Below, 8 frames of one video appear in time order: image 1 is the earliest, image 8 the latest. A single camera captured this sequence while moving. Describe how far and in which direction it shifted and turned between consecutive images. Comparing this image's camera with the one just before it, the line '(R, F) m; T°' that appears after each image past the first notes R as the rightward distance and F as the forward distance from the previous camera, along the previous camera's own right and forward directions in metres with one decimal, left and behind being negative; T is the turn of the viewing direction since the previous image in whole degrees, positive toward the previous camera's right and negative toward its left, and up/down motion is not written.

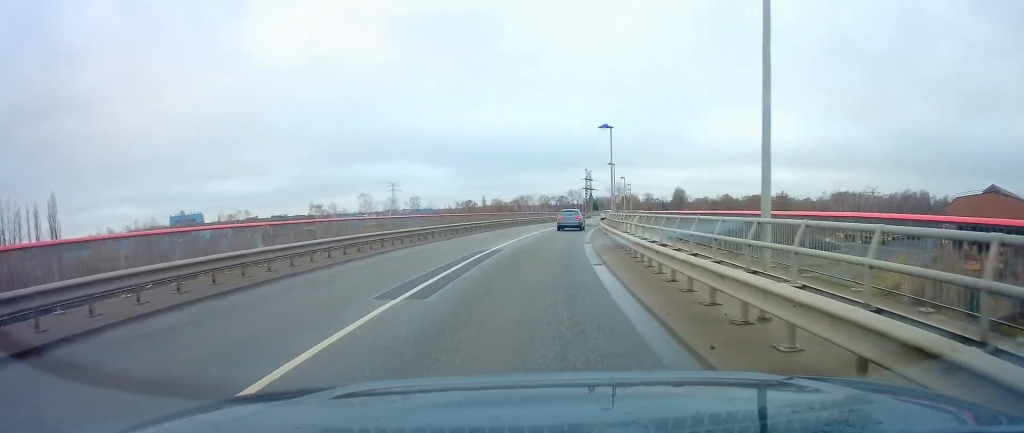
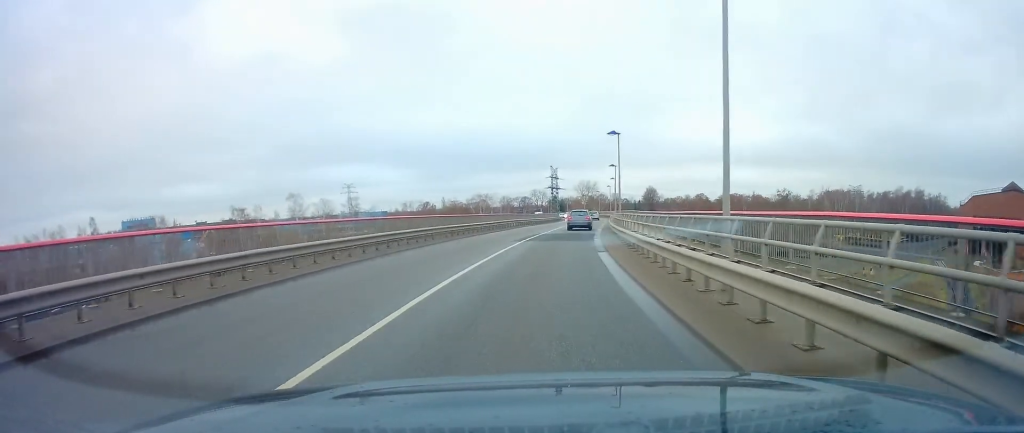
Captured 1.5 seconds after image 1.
(+1.3, +22.6) m; +6°
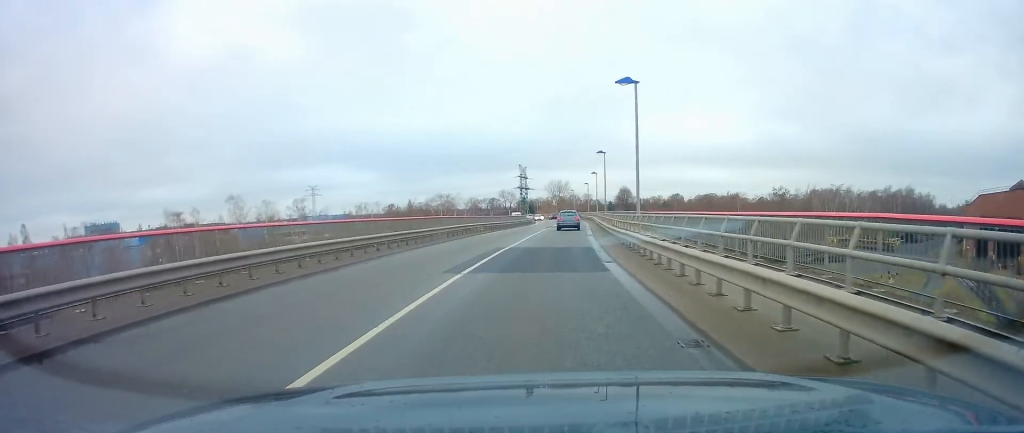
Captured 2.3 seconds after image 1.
(+0.3, +13.8) m; +2°
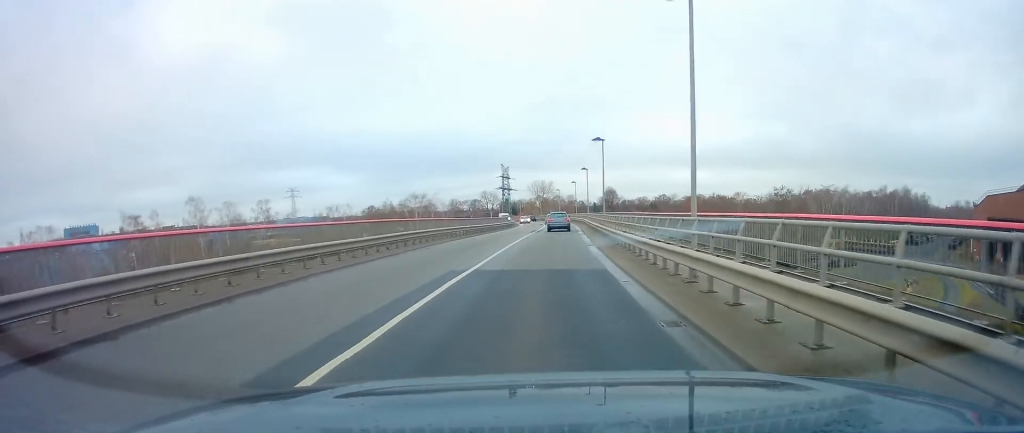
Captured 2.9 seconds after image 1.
(+0.1, +8.7) m; +1°
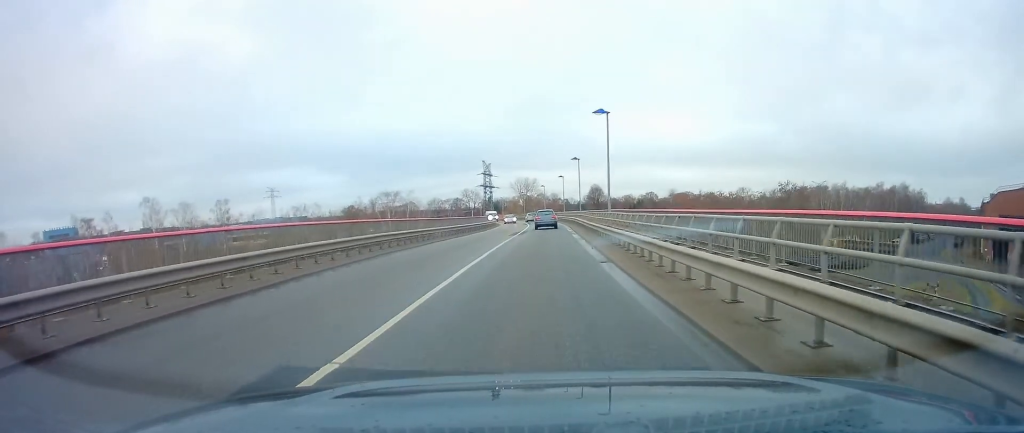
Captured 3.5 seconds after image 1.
(+0.1, +9.4) m; +1°
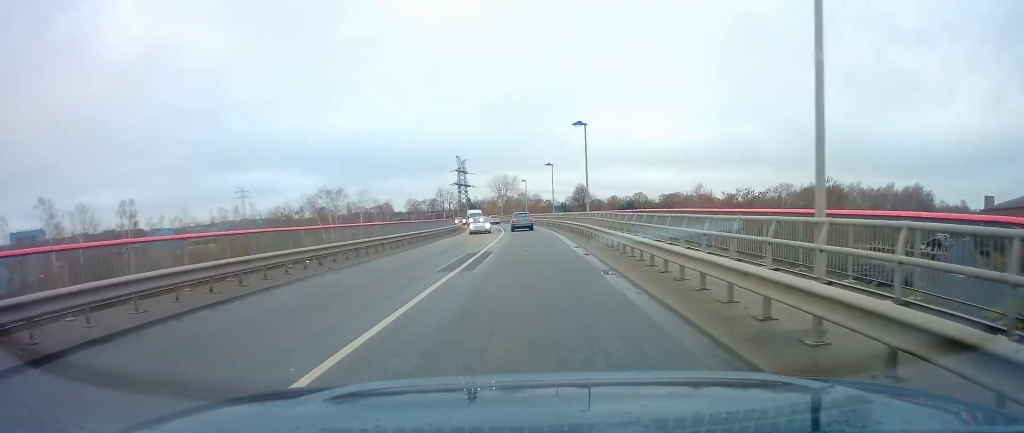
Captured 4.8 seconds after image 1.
(+0.5, +21.3) m; +2°
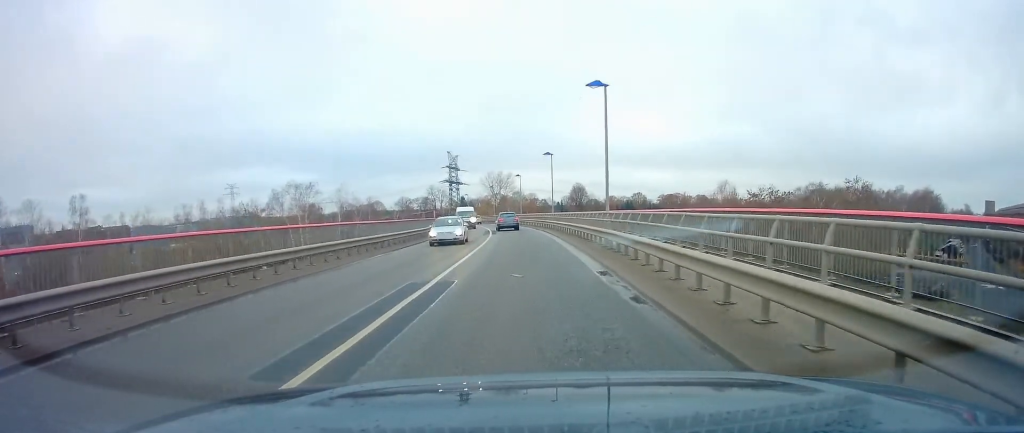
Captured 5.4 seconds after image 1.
(+0.3, +9.4) m; 0°
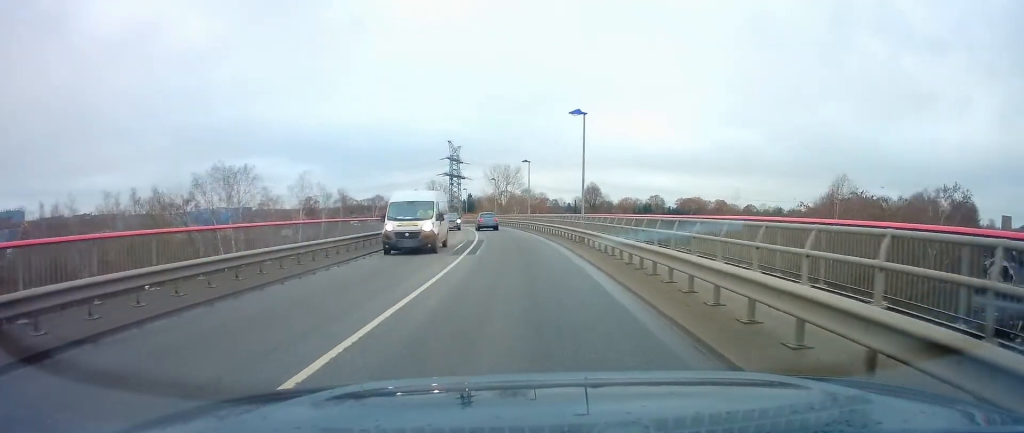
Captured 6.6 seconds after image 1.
(-0.5, +19.5) m; -2°
